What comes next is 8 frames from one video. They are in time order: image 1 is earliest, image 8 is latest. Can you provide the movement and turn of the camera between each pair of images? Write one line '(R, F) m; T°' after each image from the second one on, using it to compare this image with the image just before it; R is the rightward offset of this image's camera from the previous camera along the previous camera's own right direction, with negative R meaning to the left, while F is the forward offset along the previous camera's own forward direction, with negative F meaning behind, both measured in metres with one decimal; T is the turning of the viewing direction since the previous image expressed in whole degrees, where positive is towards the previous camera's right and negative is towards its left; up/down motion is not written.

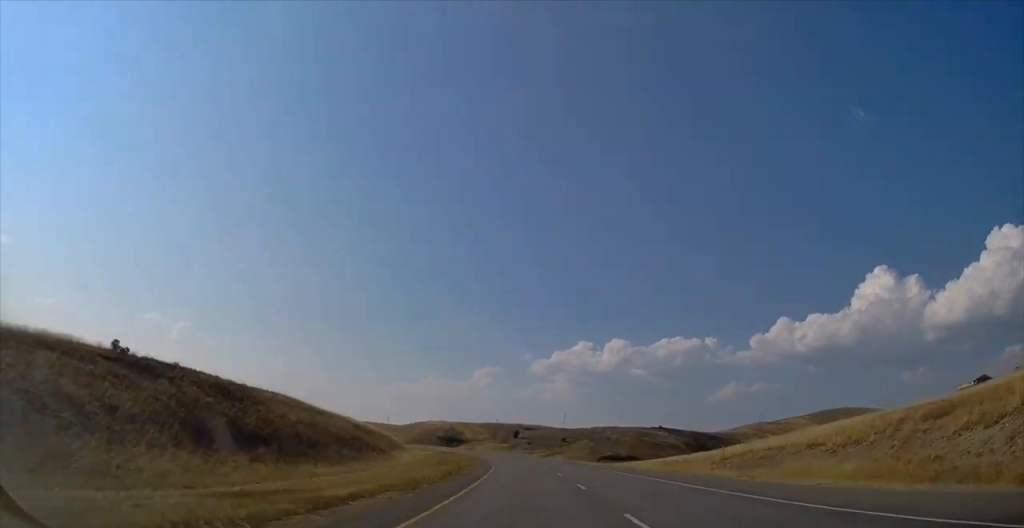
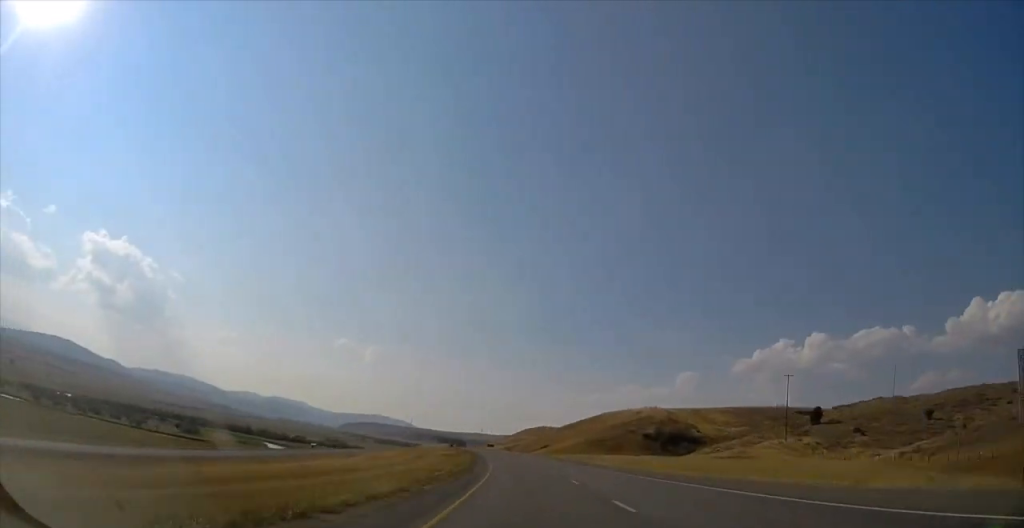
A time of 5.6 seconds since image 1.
(-15.4, +217.3) m; -9°
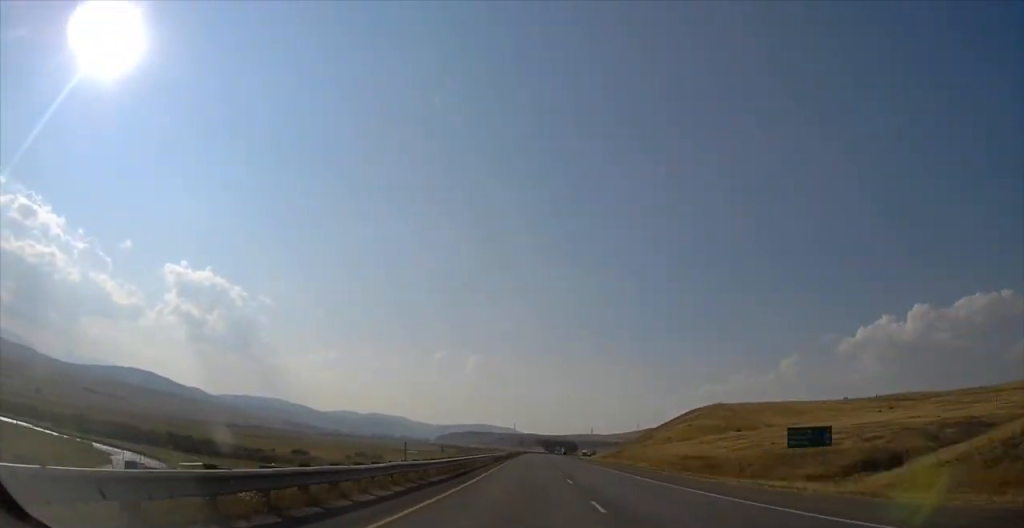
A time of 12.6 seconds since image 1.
(-31.7, +270.4) m; -4°
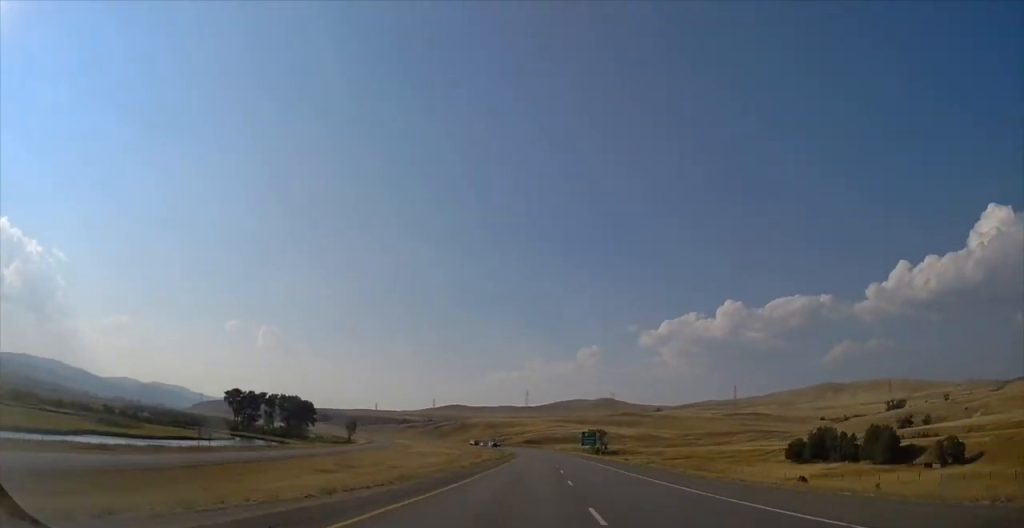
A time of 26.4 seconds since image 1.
(+68.6, +538.2) m; +7°
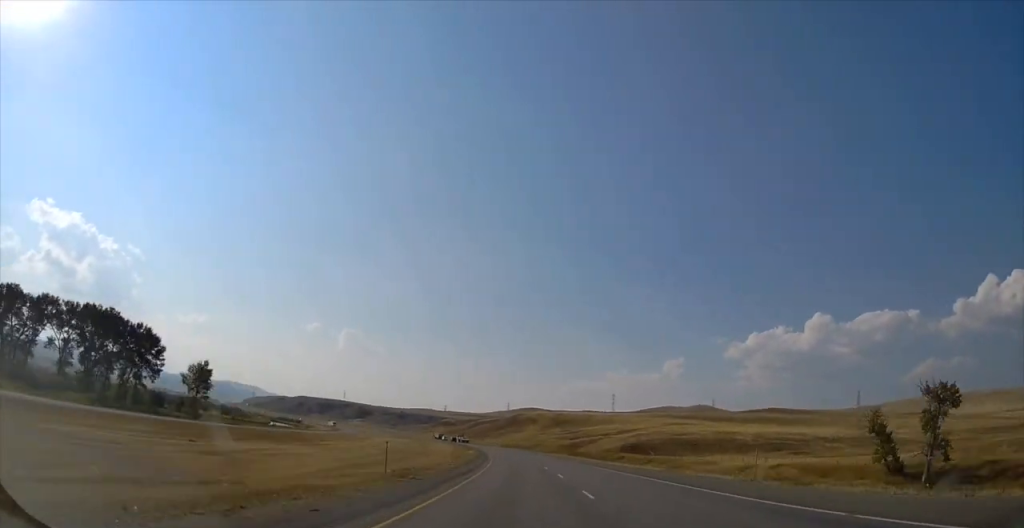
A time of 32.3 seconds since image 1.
(-10.2, +228.5) m; -7°
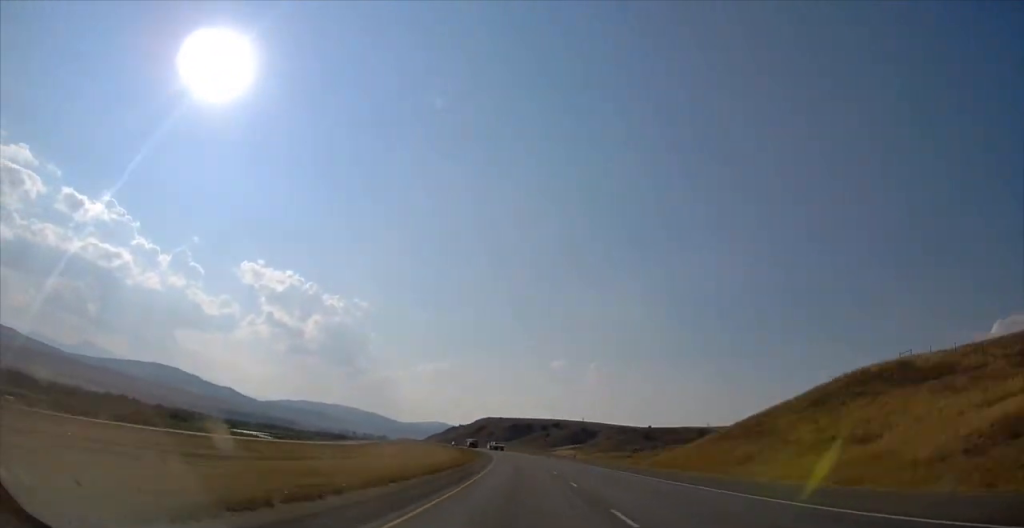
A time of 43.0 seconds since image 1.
(-66.4, +408.1) m; -19°
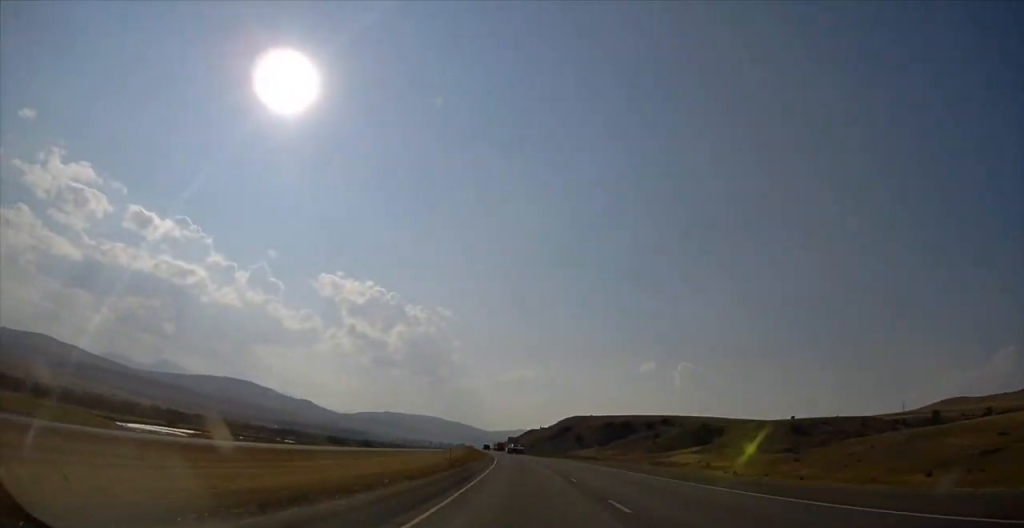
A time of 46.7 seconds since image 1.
(-10.6, +145.7) m; -4°
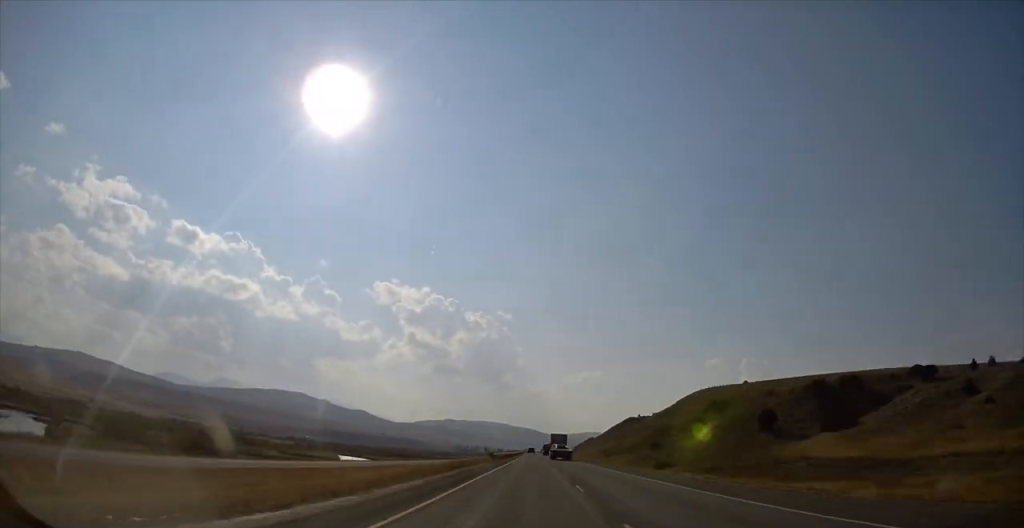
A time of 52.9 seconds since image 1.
(-16.4, +240.0) m; -4°
